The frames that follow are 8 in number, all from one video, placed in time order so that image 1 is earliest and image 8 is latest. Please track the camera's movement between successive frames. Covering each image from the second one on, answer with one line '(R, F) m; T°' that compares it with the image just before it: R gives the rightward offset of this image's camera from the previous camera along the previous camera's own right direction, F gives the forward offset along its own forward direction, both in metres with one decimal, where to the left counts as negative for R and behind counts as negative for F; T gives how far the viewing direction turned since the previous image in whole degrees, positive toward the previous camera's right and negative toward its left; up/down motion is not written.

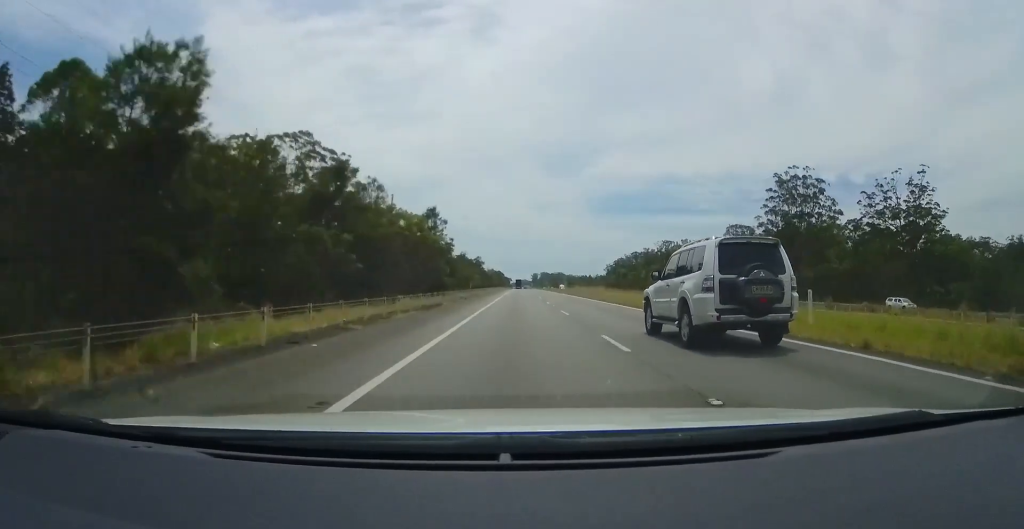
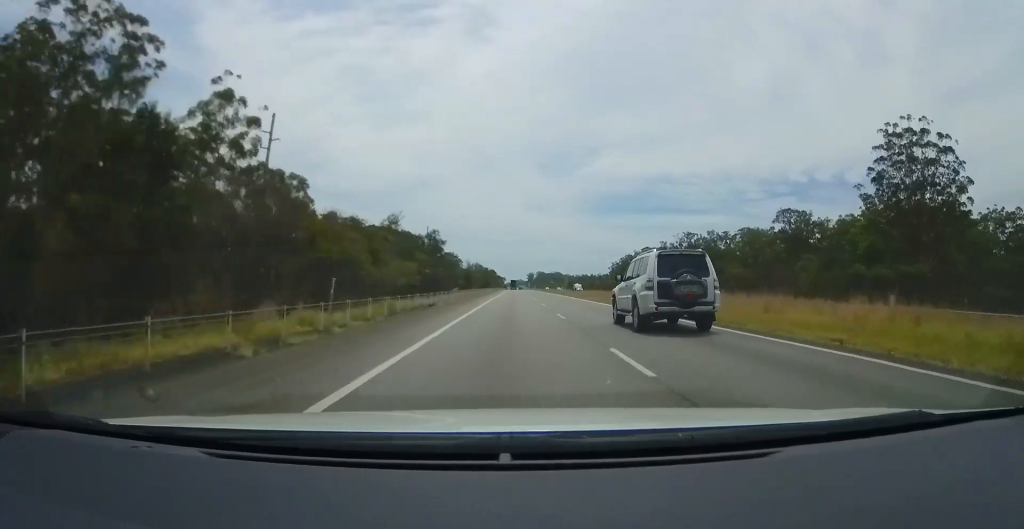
(+0.7, +50.9) m; +1°
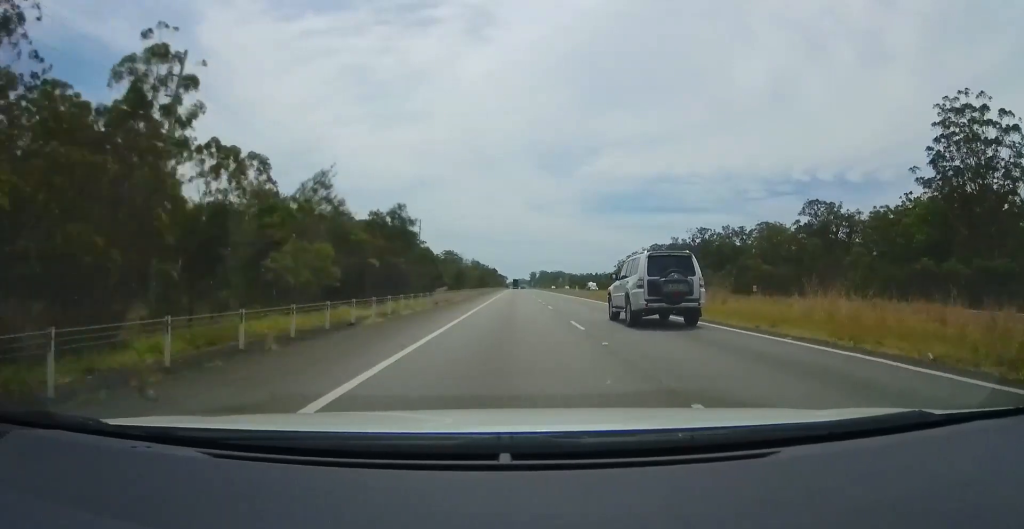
(0.0, +16.6) m; 0°
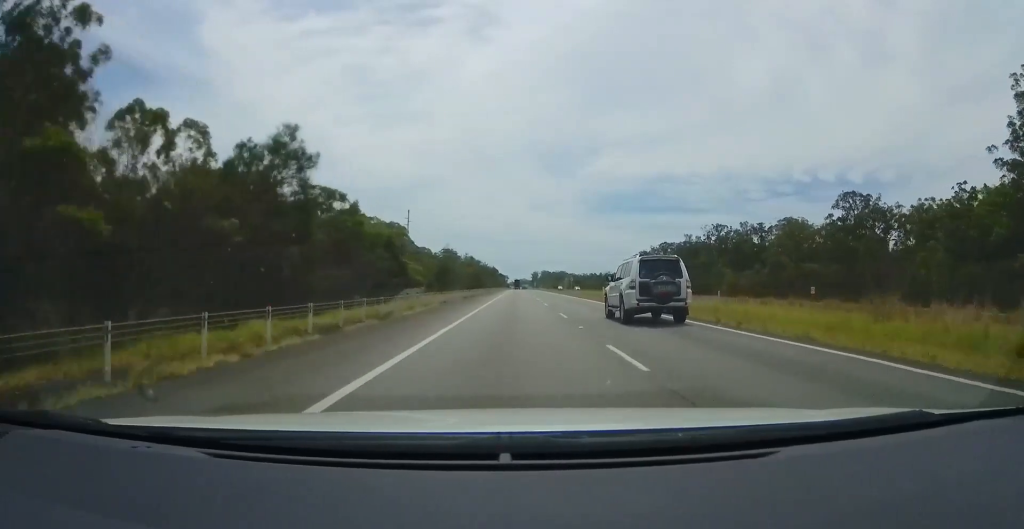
(-0.1, +19.0) m; +1°
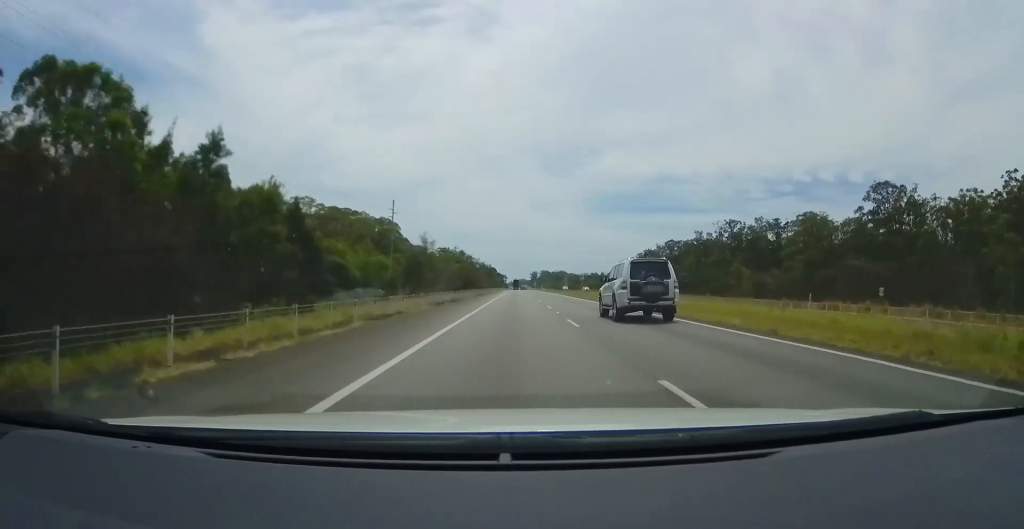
(+0.2, +15.4) m; 0°
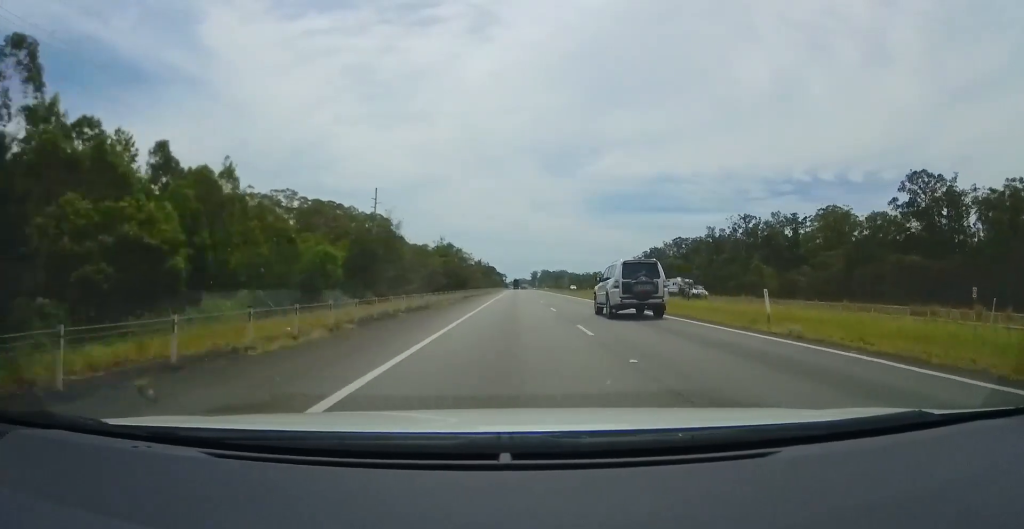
(+0.1, +15.4) m; 0°
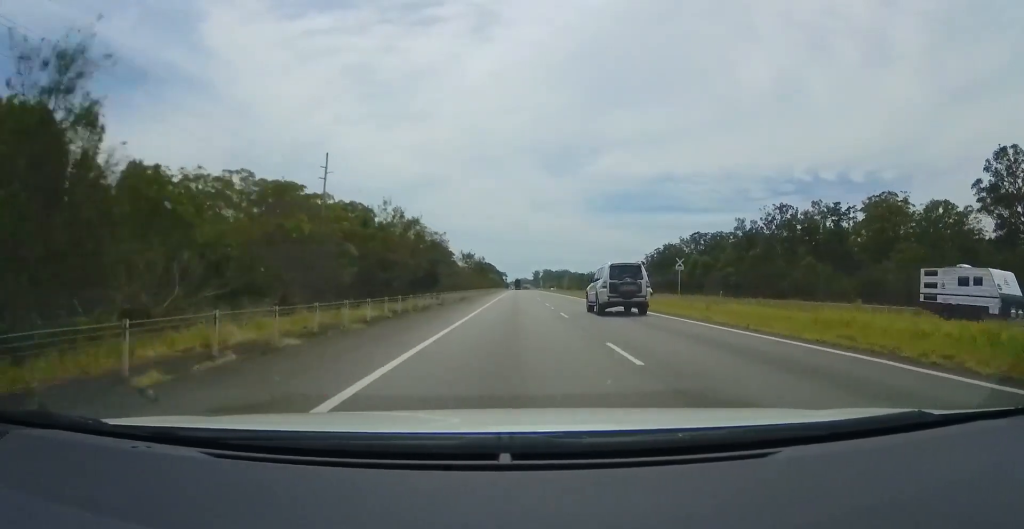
(-0.2, +28.5) m; -1°
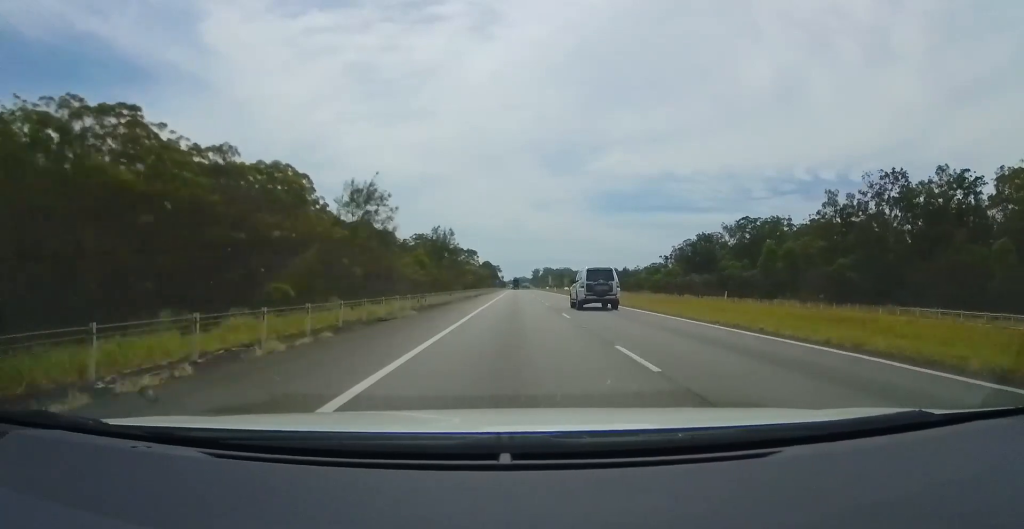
(-1.1, +60.3) m; 0°
